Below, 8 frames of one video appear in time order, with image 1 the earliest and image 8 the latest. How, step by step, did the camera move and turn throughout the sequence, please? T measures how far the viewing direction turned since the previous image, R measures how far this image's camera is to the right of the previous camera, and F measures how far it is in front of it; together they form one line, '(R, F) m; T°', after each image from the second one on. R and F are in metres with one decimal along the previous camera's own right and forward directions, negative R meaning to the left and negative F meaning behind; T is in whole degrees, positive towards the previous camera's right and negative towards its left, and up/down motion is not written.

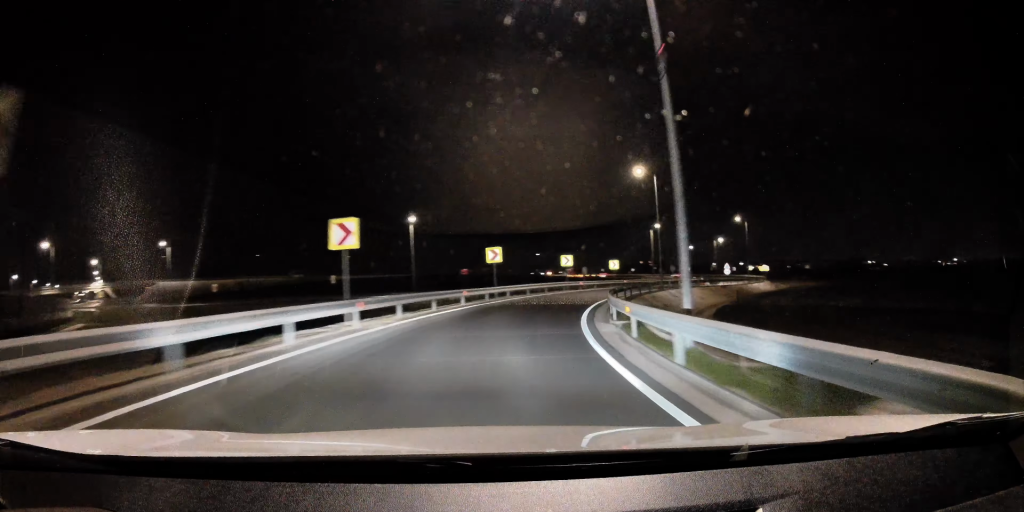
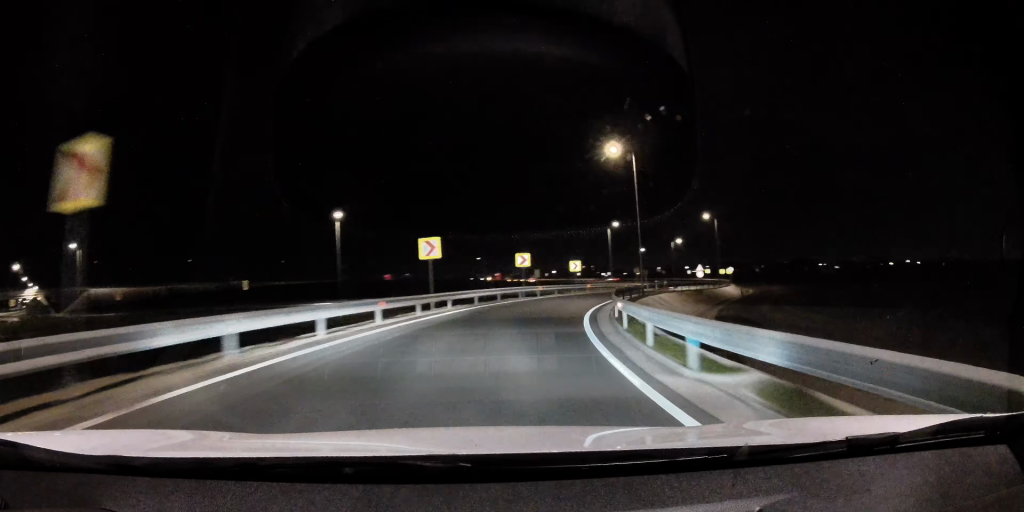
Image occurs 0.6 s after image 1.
(+0.9, +9.8) m; +7°
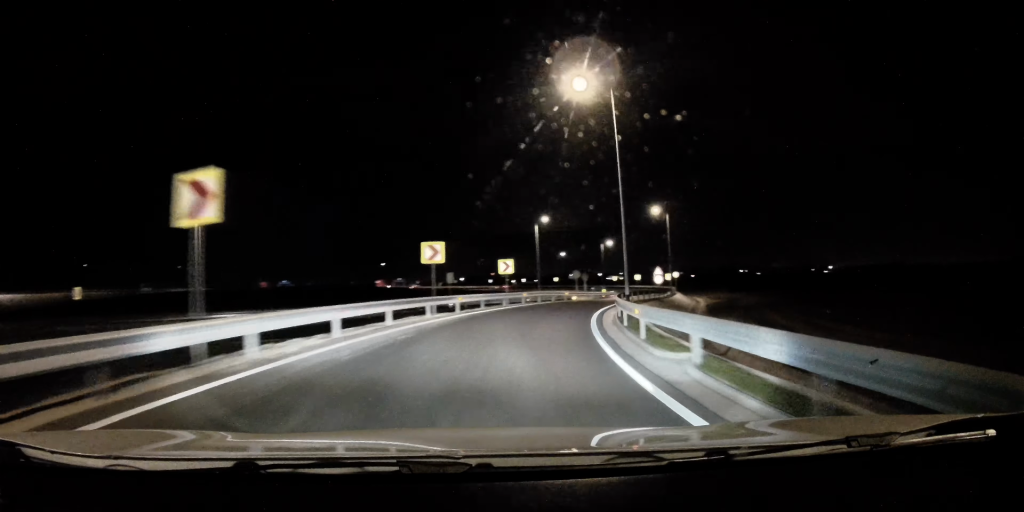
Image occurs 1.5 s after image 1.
(+1.4, +14.6) m; +10°
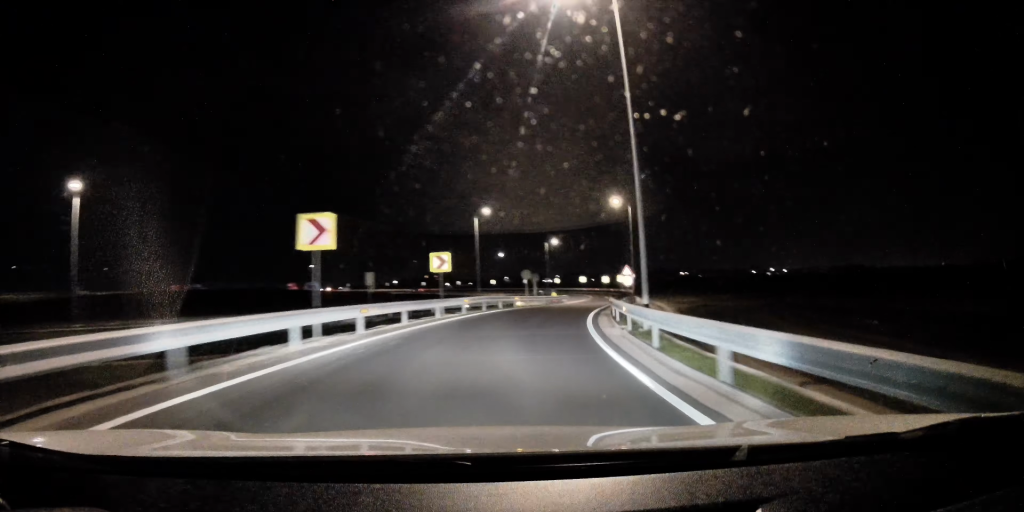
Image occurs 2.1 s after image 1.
(+0.4, +9.7) m; +5°
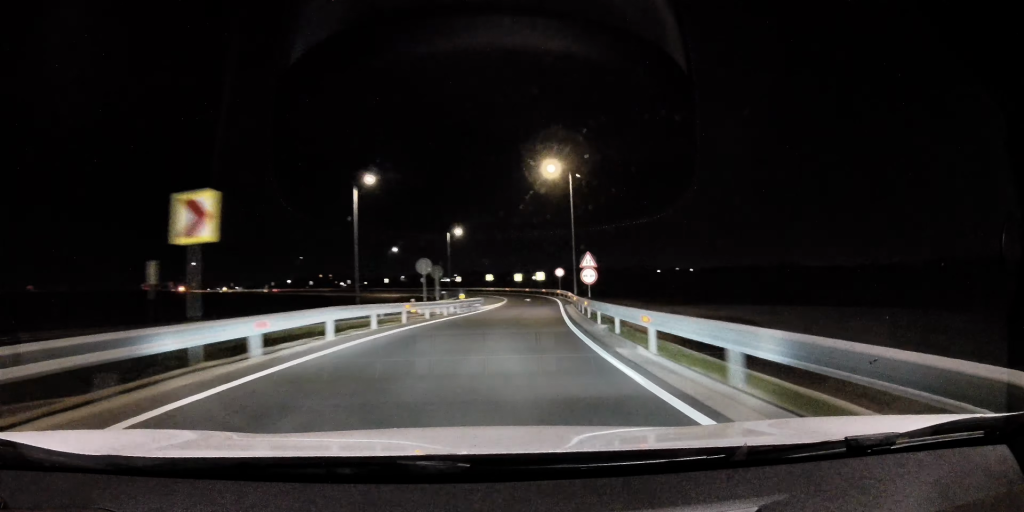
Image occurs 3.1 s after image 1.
(+0.8, +17.0) m; +12°
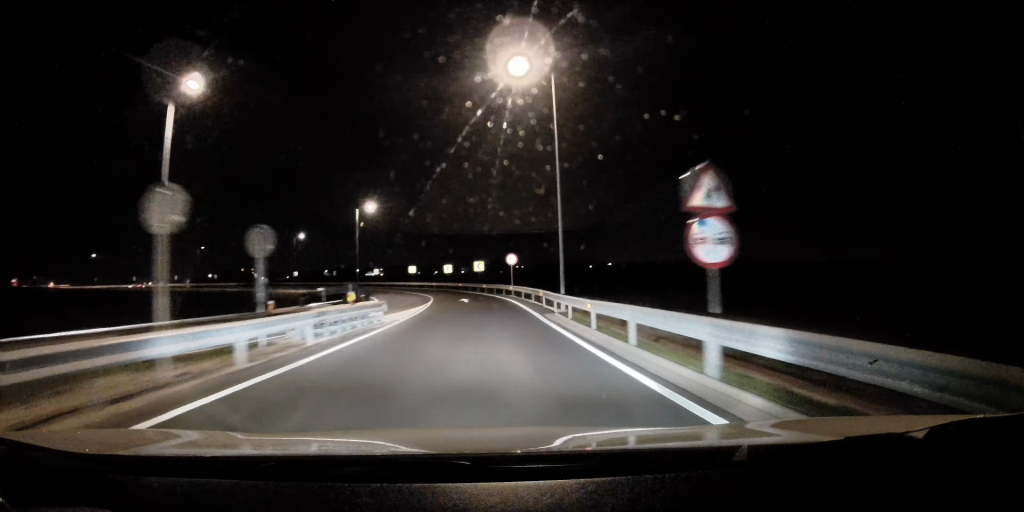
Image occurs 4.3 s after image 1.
(+3.2, +19.4) m; +10°
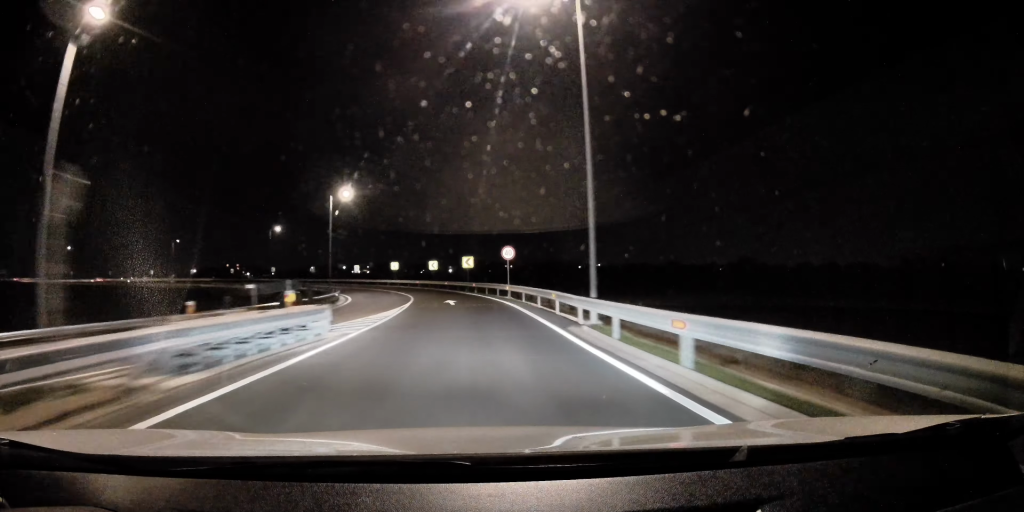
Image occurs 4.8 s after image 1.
(-0.1, +7.1) m; +2°
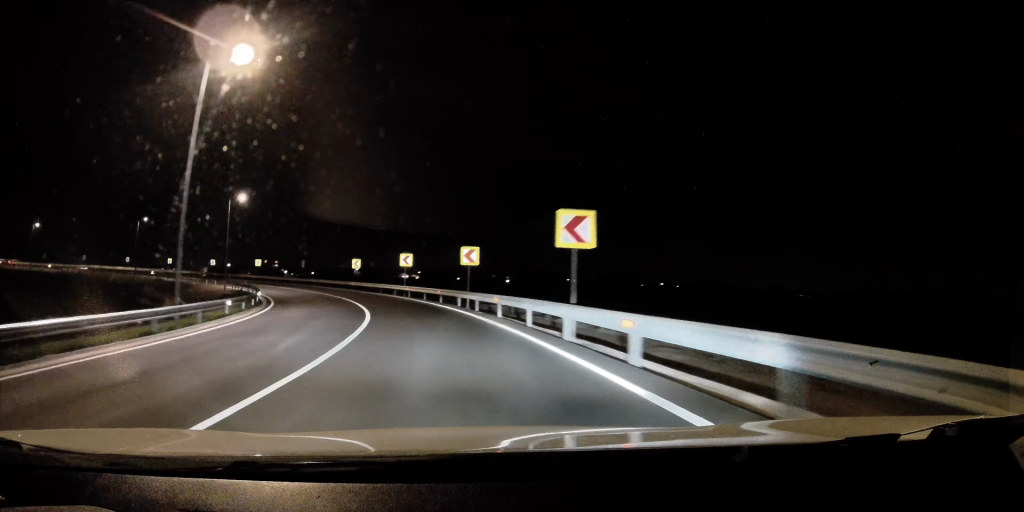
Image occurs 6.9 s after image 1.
(+0.2, +34.9) m; -7°
